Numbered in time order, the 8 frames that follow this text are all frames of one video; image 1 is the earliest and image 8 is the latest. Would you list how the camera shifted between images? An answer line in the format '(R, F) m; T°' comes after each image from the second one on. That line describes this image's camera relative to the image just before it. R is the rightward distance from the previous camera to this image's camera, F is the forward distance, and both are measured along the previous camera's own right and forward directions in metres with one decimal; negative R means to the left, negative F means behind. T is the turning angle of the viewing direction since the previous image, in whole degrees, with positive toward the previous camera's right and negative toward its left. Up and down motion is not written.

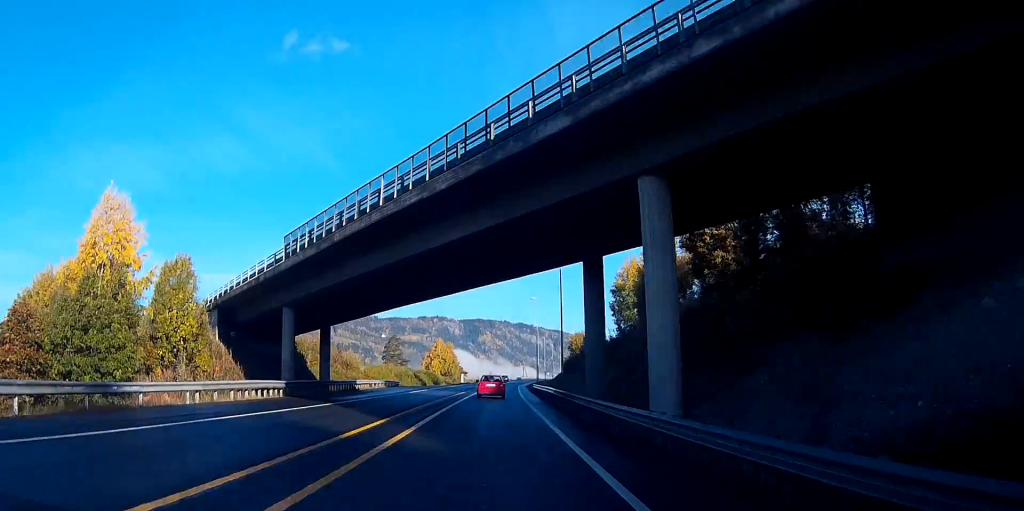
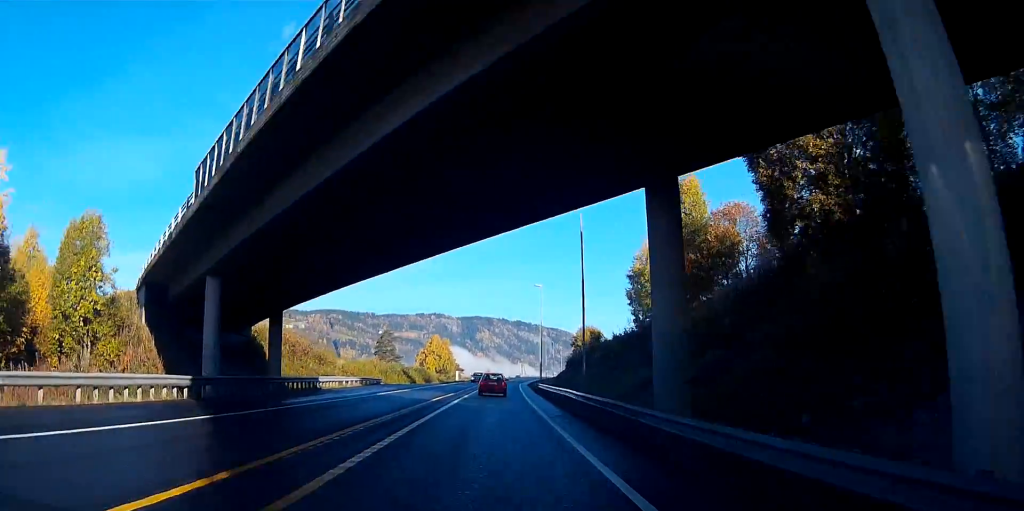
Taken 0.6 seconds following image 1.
(+0.5, +12.7) m; +1°
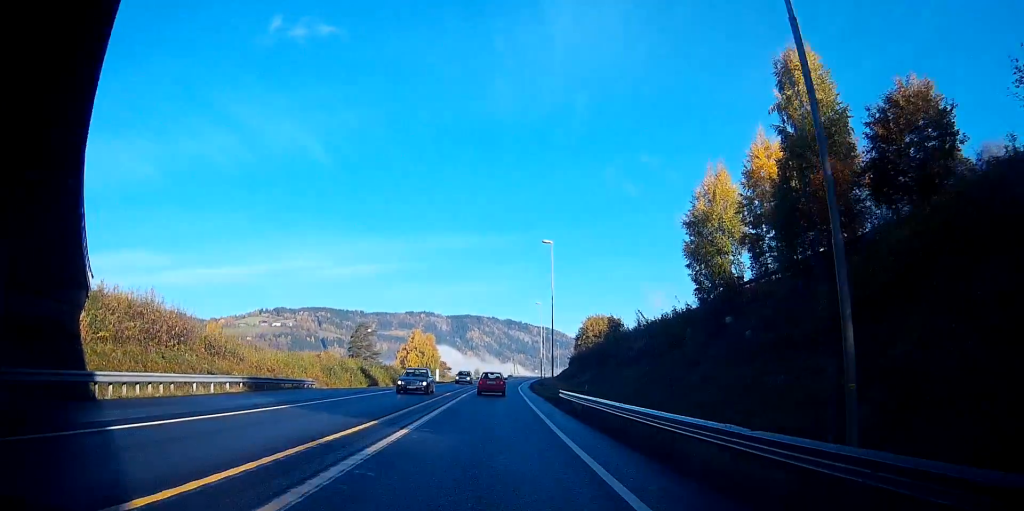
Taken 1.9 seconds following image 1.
(-0.2, +27.9) m; -1°
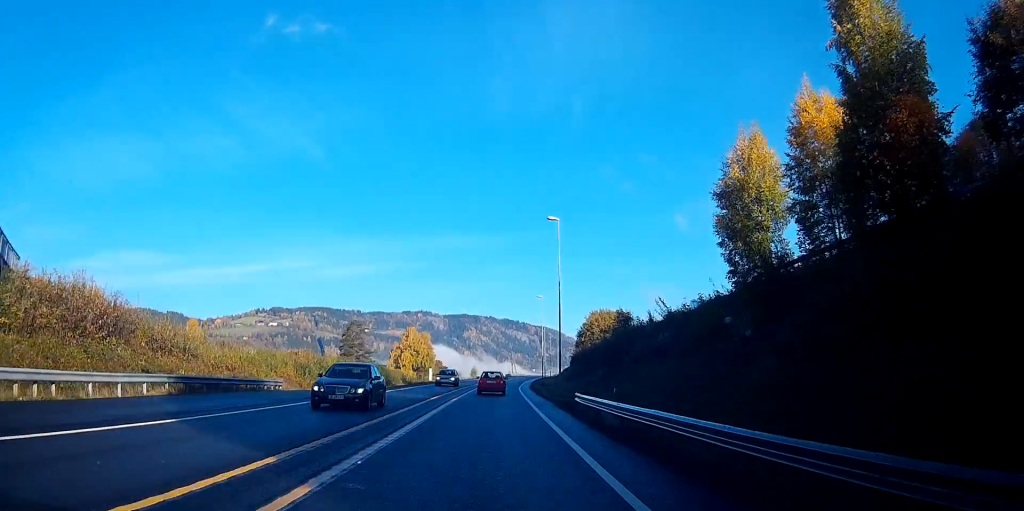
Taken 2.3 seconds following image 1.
(0.0, +8.3) m; 0°
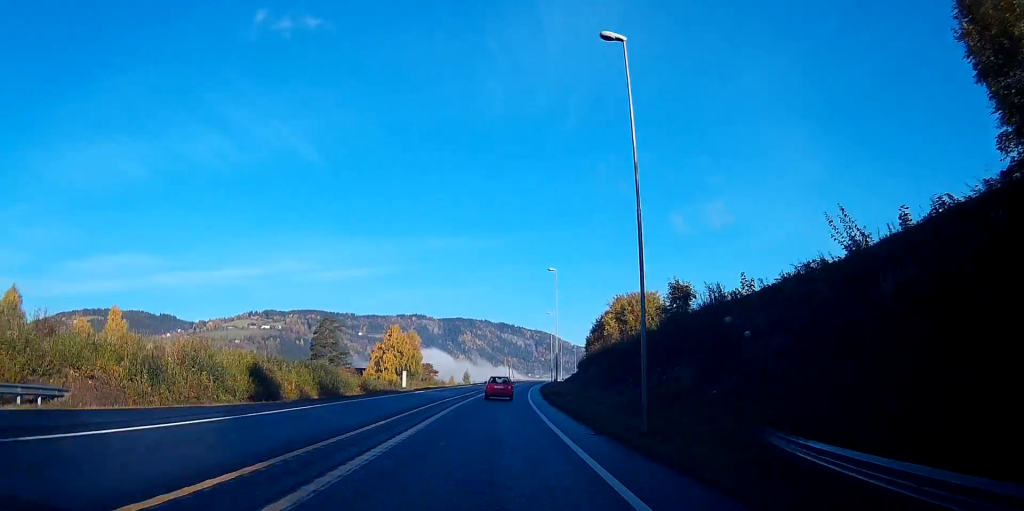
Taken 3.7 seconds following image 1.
(+0.3, +27.8) m; +1°
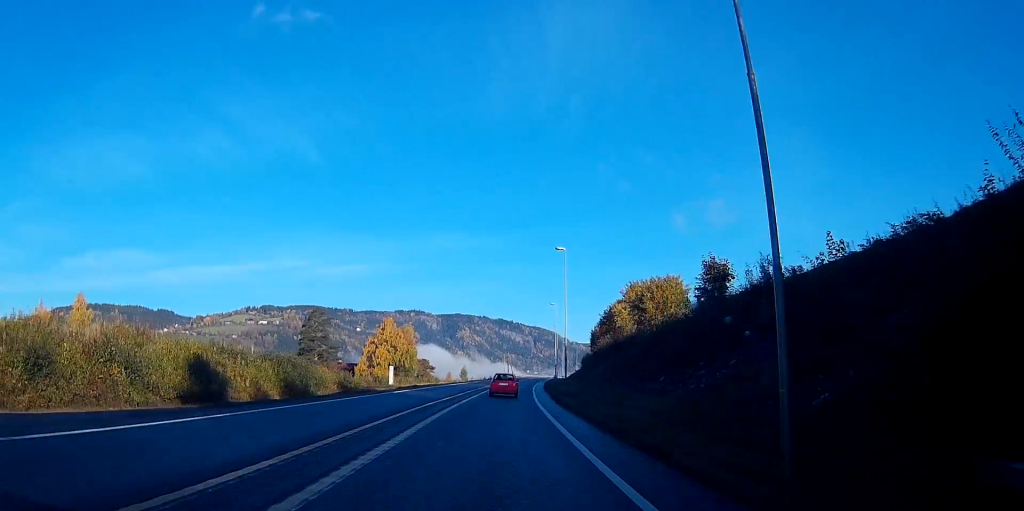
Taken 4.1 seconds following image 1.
(0.0, +9.8) m; 0°
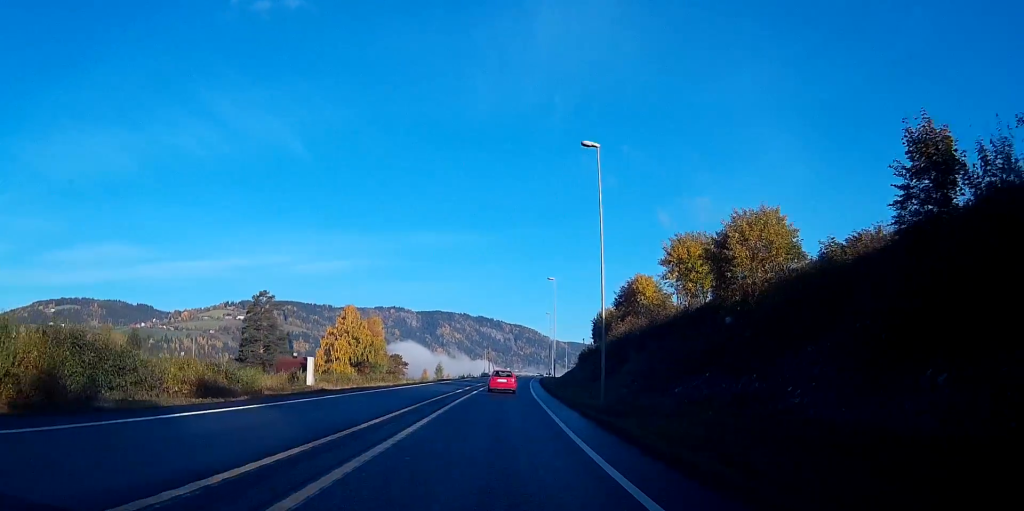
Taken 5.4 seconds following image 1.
(+0.6, +27.9) m; +3°
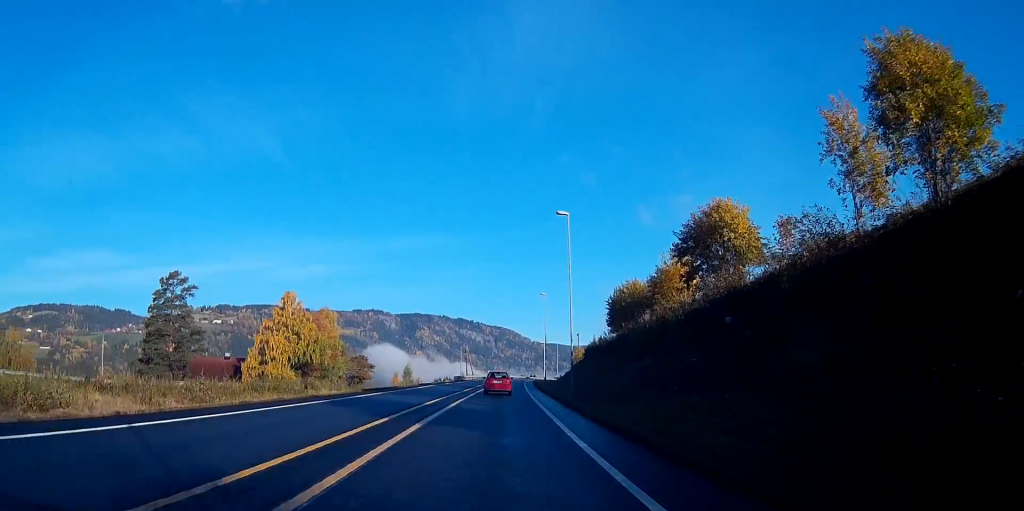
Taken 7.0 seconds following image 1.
(+0.9, +35.0) m; +2°
